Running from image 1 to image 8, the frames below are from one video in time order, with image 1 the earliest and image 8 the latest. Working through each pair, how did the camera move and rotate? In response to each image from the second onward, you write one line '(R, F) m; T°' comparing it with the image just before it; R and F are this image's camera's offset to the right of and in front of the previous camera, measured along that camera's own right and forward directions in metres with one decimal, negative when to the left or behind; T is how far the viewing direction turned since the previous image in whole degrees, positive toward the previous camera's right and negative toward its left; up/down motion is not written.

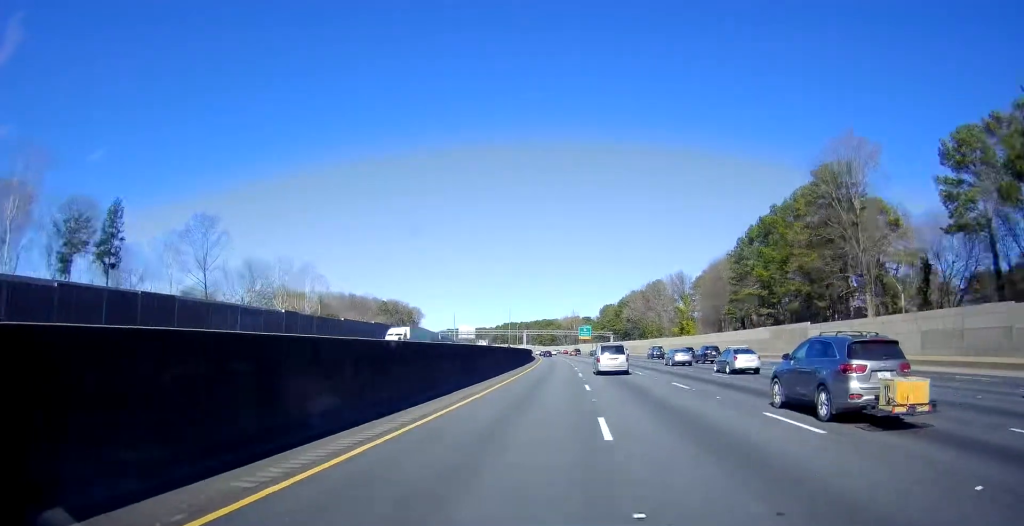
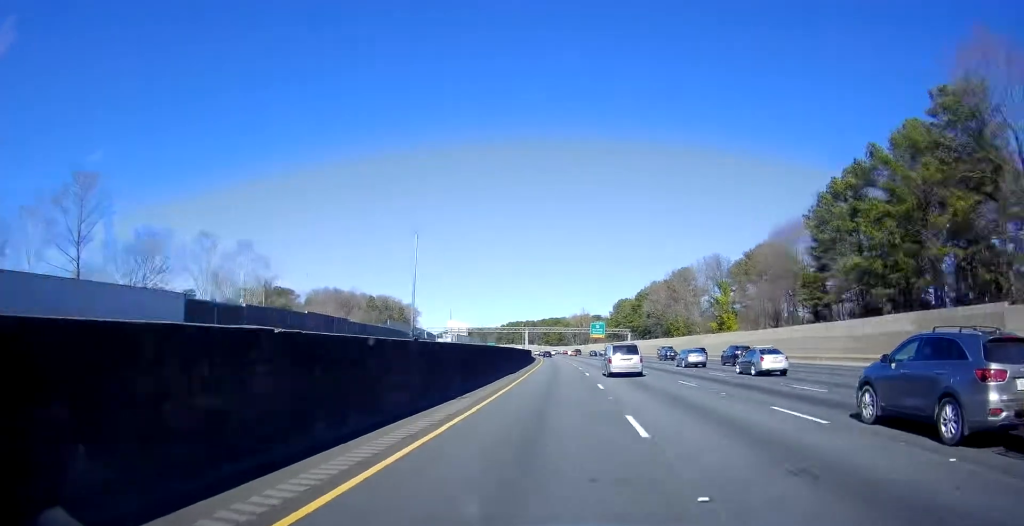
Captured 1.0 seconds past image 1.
(-0.7, +35.1) m; -2°
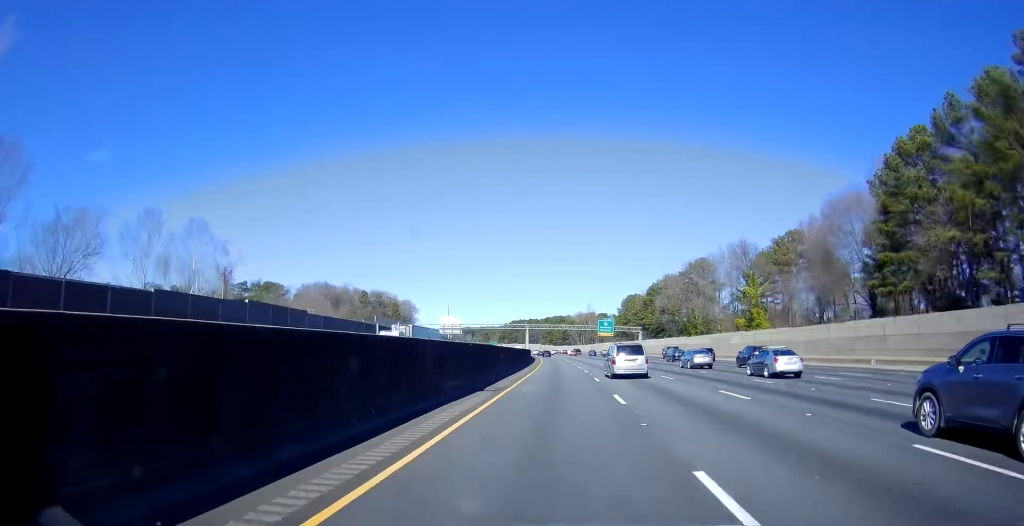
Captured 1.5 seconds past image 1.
(-0.4, +18.4) m; -1°
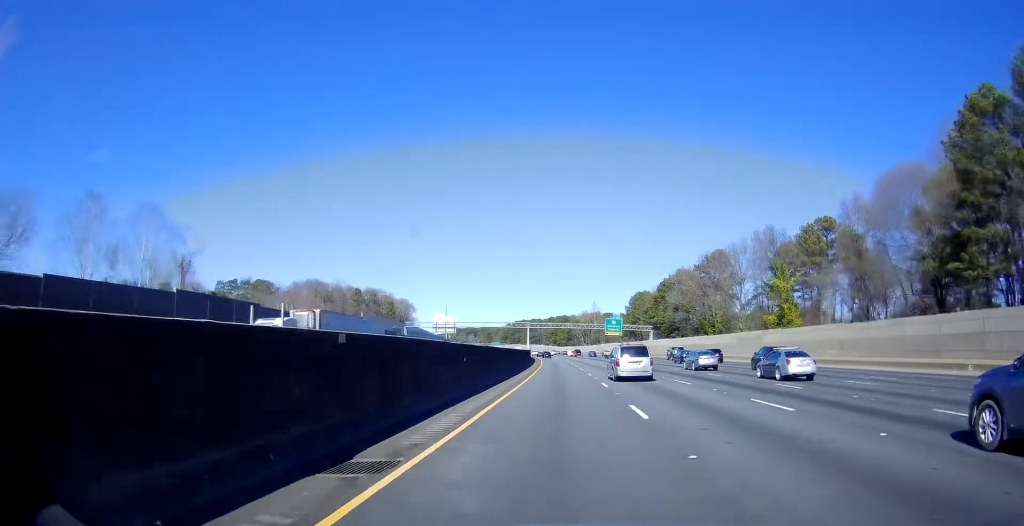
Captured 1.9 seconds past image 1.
(+0.1, +15.3) m; -1°
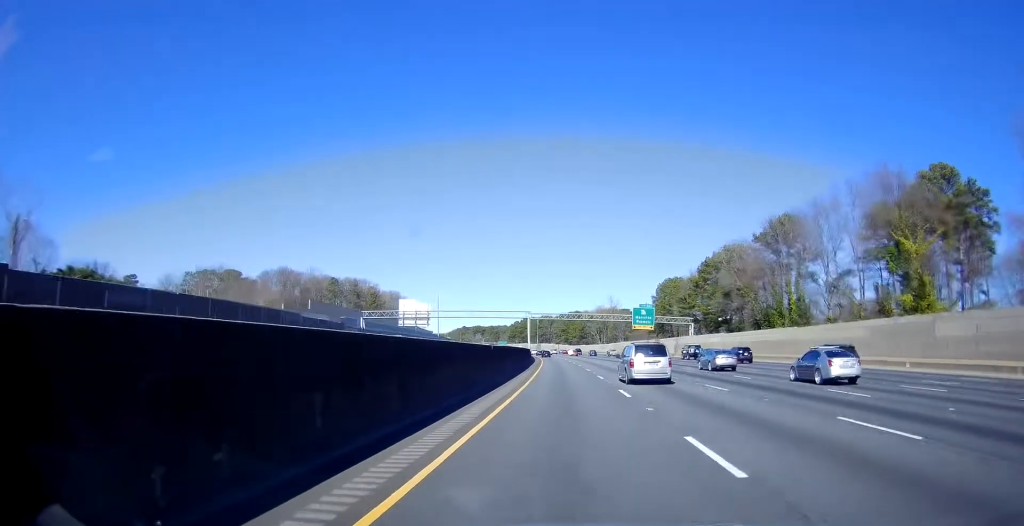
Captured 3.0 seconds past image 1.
(-0.6, +41.2) m; -2°
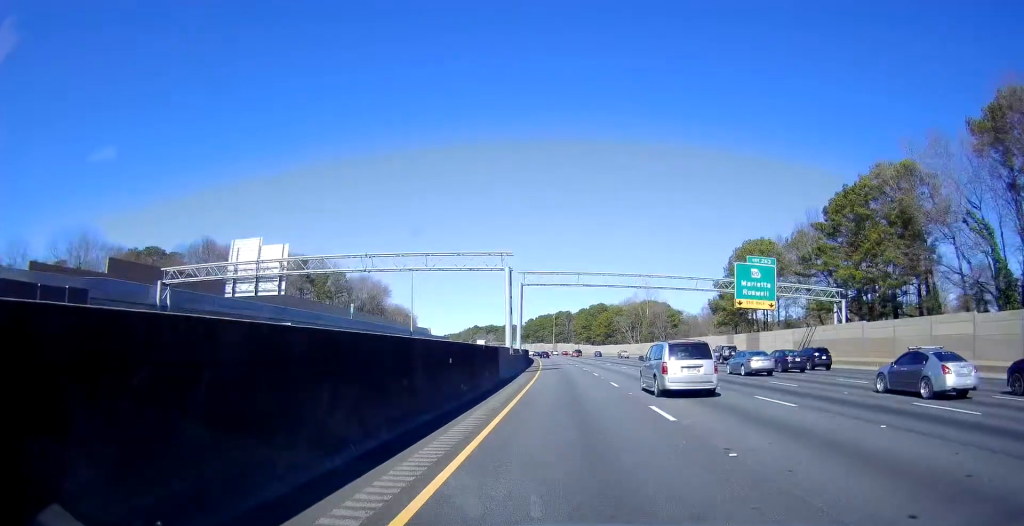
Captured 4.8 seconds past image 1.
(-1.0, +65.3) m; -1°
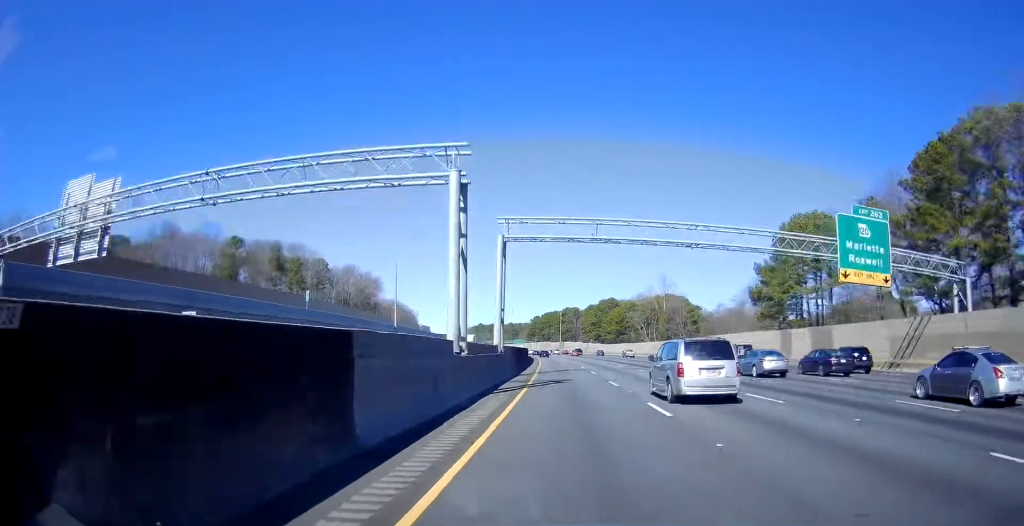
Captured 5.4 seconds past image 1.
(+0.1, +22.7) m; 0°
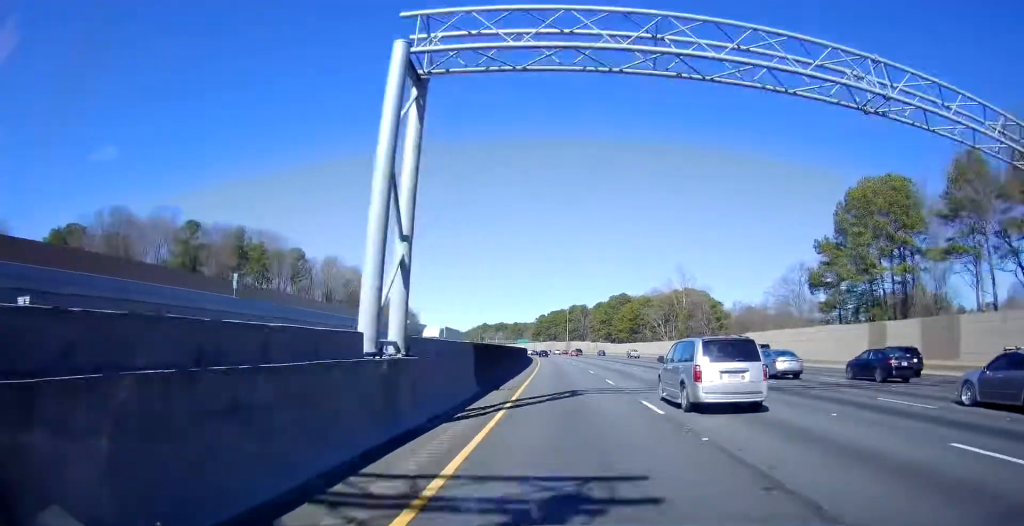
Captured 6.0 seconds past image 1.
(0.0, +22.7) m; -1°
